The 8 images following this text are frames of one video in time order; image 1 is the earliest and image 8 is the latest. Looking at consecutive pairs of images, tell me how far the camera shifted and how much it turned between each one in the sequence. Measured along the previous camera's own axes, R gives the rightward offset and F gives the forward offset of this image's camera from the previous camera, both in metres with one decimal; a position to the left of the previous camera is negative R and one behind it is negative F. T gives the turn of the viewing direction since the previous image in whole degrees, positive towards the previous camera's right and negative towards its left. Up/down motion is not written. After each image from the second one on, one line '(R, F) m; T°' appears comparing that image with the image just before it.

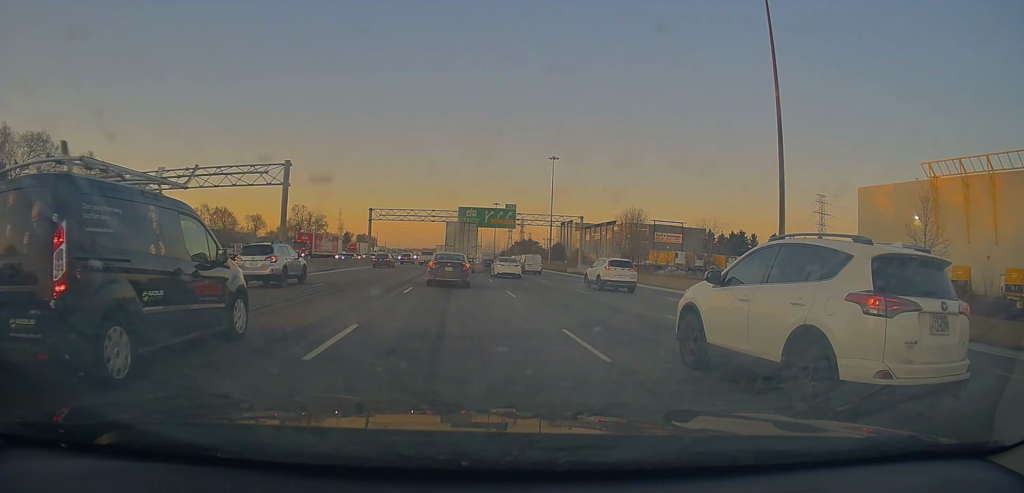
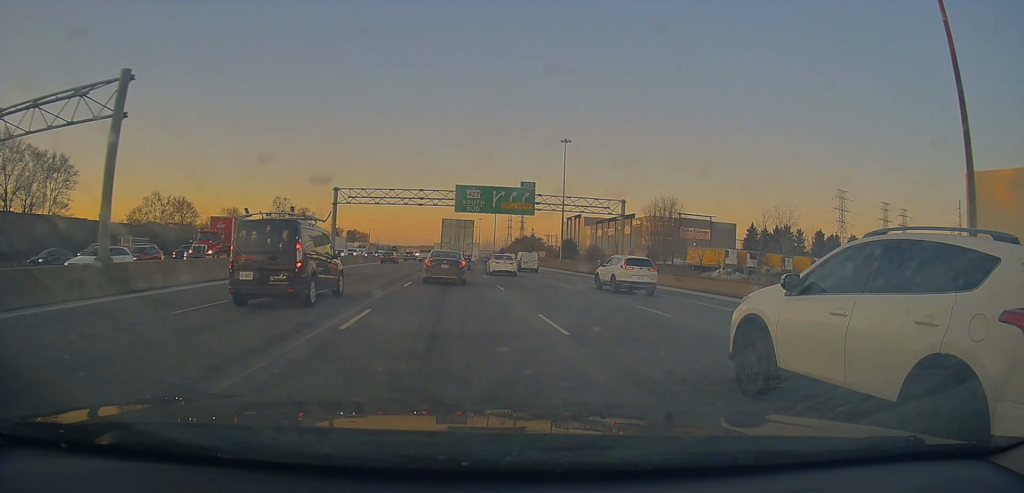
(+0.9, +20.7) m; +2°
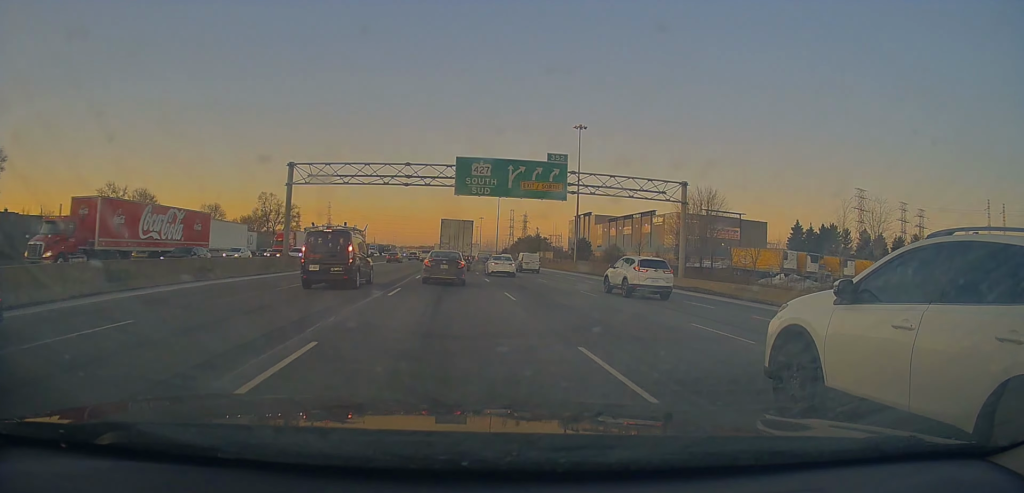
(-0.4, +16.2) m; -1°
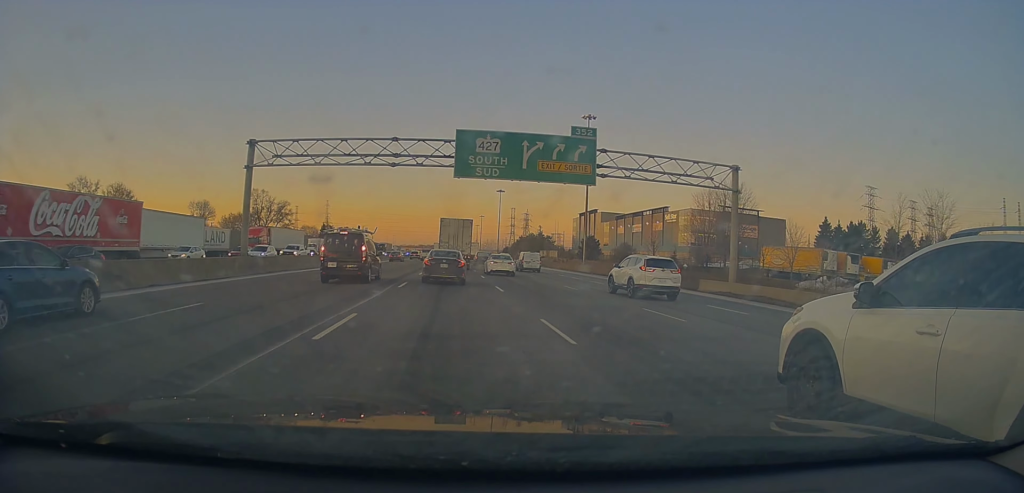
(0.0, +8.5) m; 0°
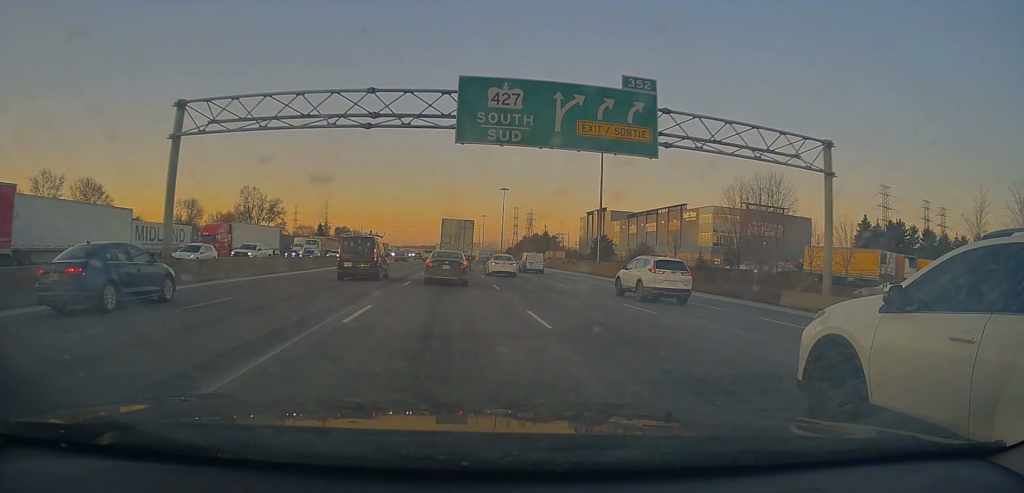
(-0.1, +9.8) m; 0°
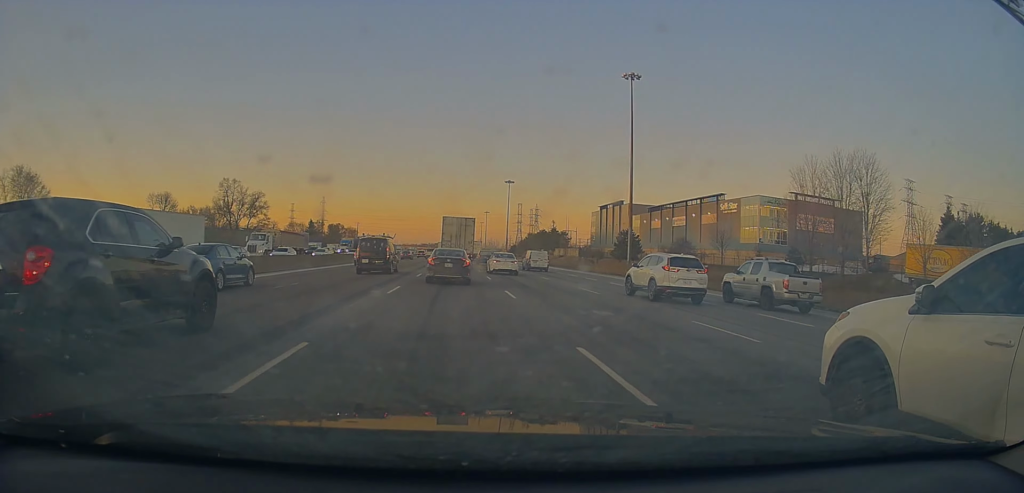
(+0.1, +17.3) m; +1°
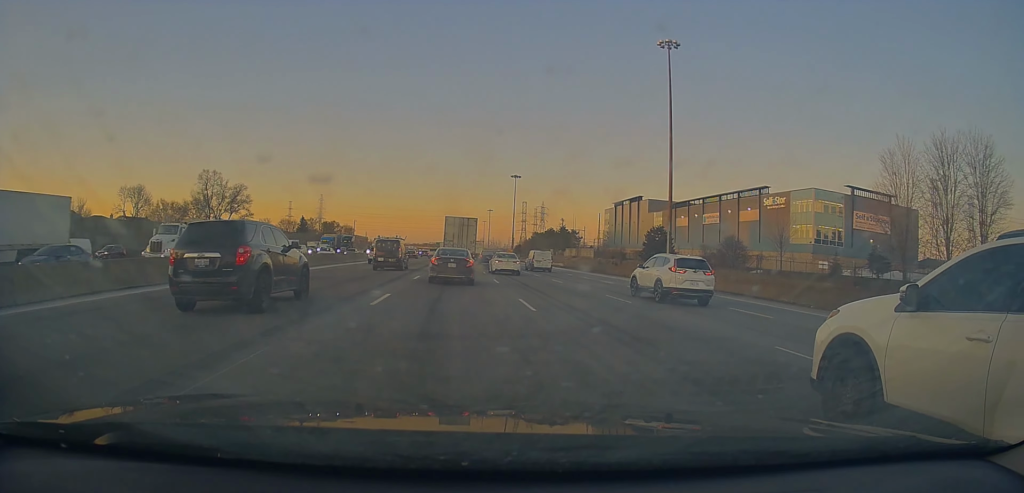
(+0.1, +15.5) m; +1°
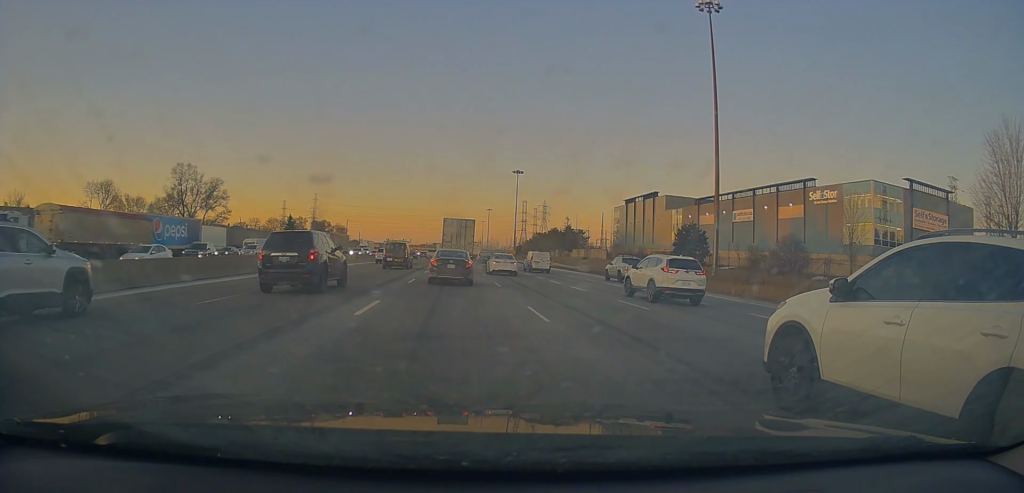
(+0.1, +14.1) m; 0°
